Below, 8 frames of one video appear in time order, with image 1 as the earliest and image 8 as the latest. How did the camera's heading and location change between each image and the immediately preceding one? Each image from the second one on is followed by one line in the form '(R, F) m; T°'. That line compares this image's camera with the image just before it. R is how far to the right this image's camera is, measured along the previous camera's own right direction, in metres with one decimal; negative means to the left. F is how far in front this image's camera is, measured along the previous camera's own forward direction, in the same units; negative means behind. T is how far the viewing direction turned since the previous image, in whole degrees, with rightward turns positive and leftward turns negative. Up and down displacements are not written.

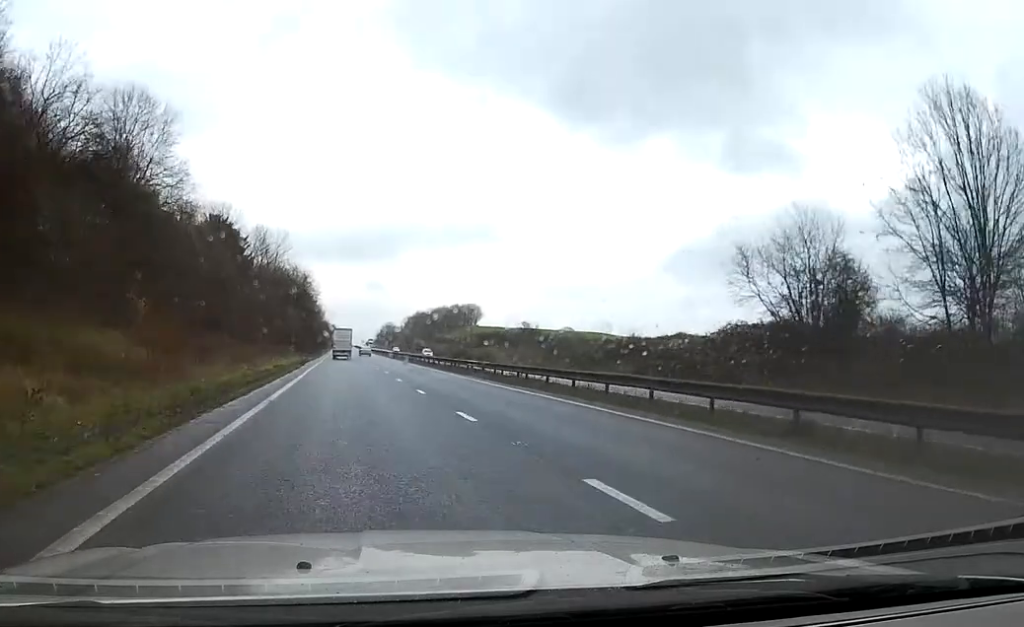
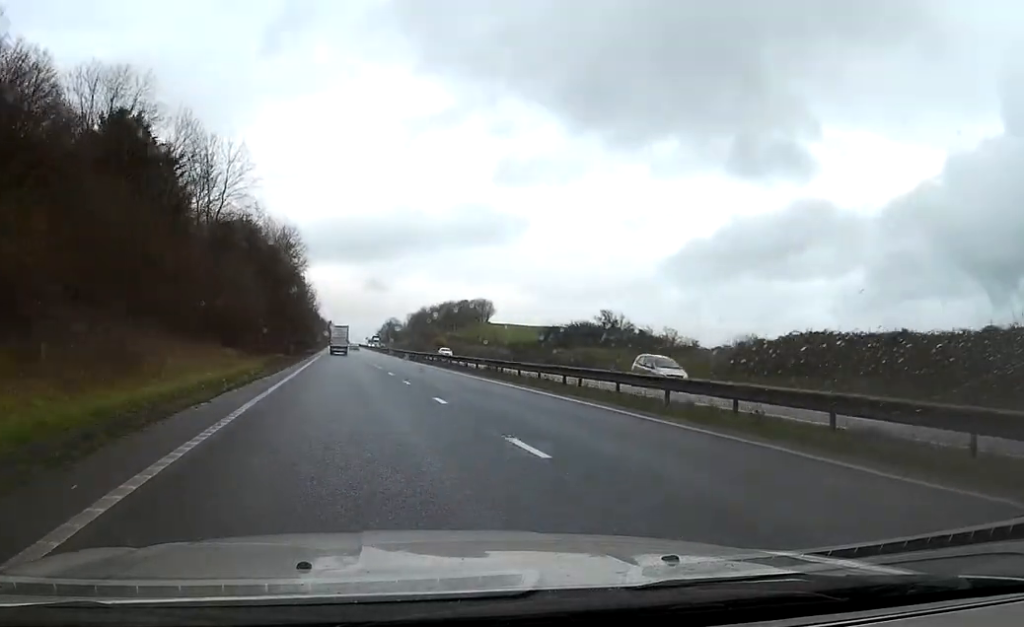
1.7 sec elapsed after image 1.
(+0.1, +47.4) m; 0°
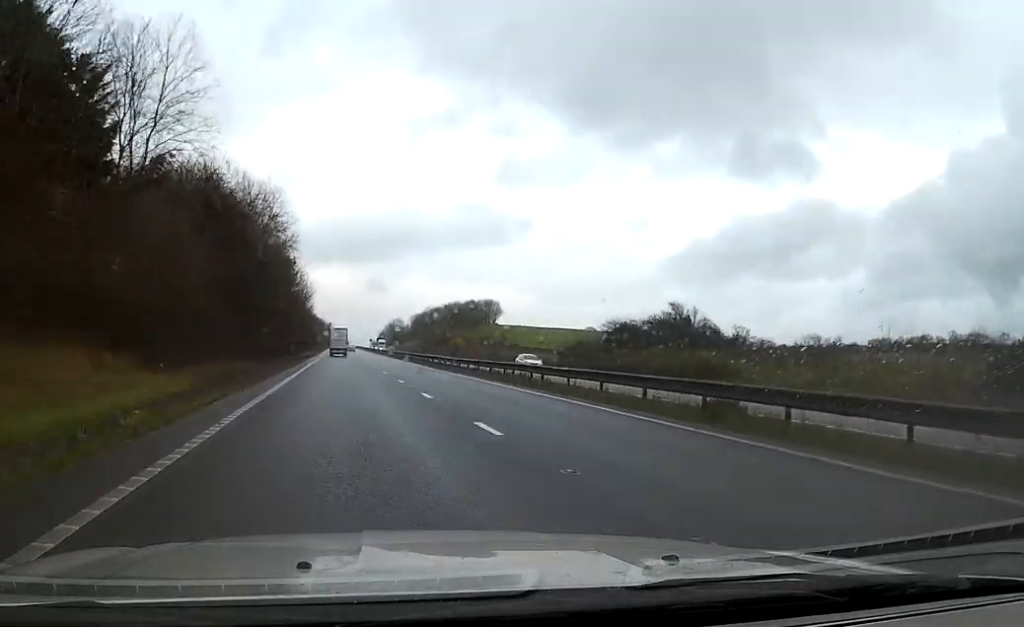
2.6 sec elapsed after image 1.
(0.0, +22.8) m; 0°
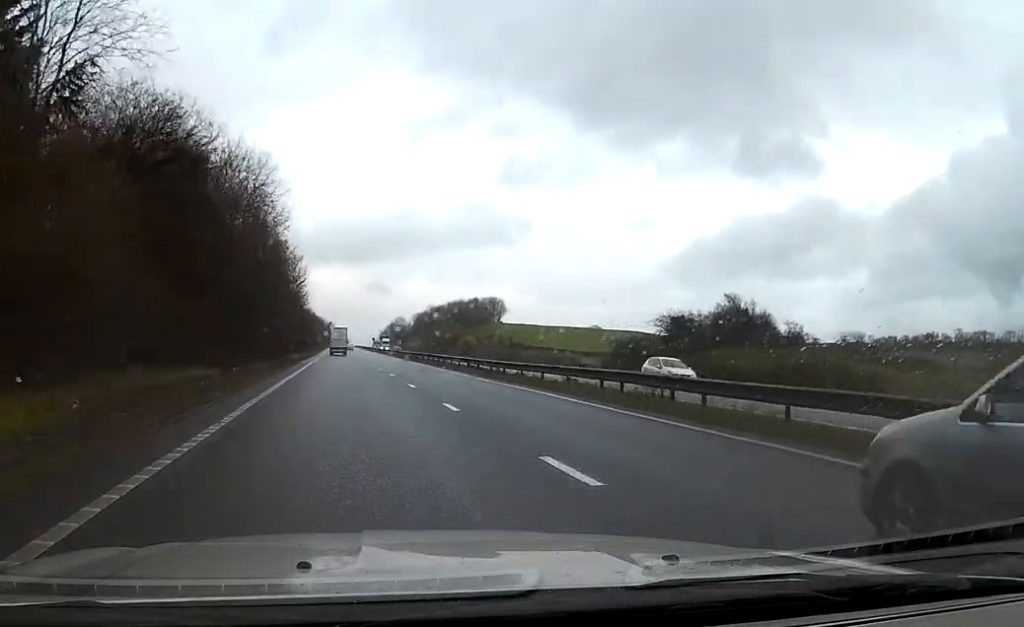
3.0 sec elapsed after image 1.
(0.0, +12.8) m; 0°
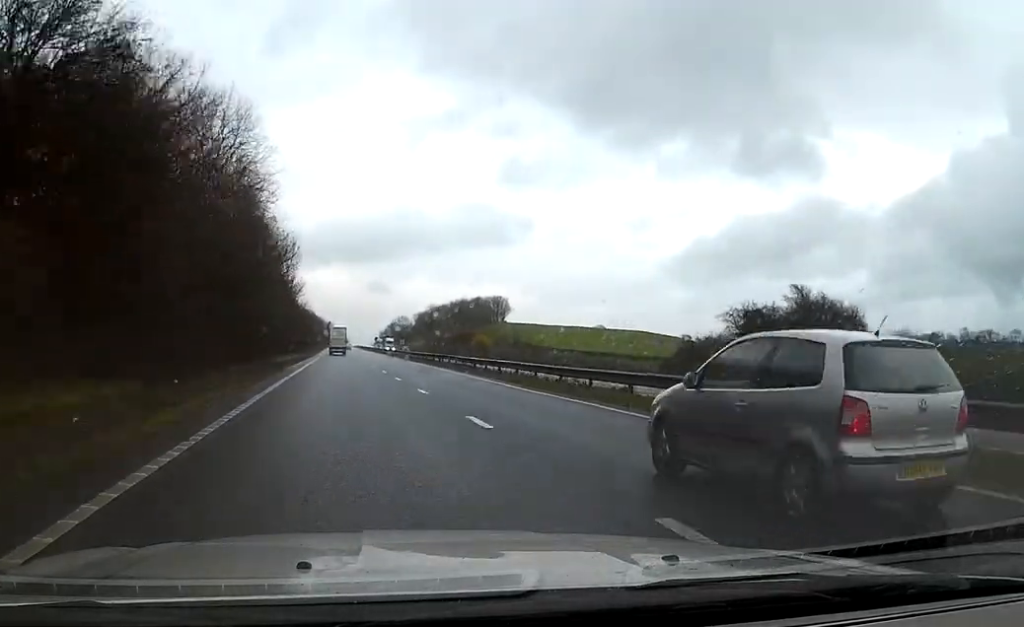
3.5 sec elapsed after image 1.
(0.0, +11.9) m; 0°
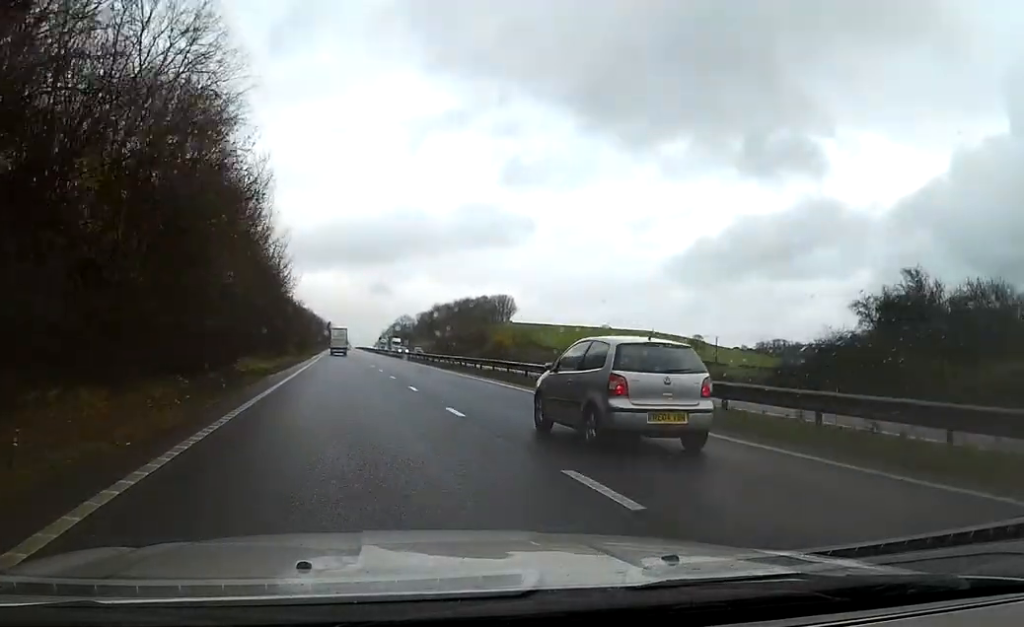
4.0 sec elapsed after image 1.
(-0.1, +14.6) m; 0°
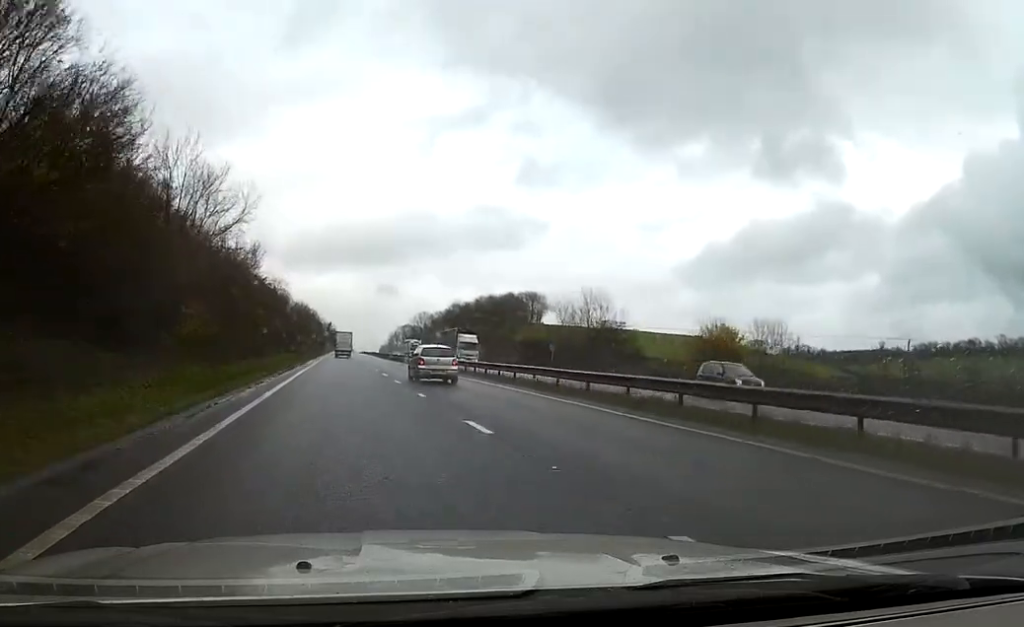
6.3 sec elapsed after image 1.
(-0.6, +62.0) m; -1°
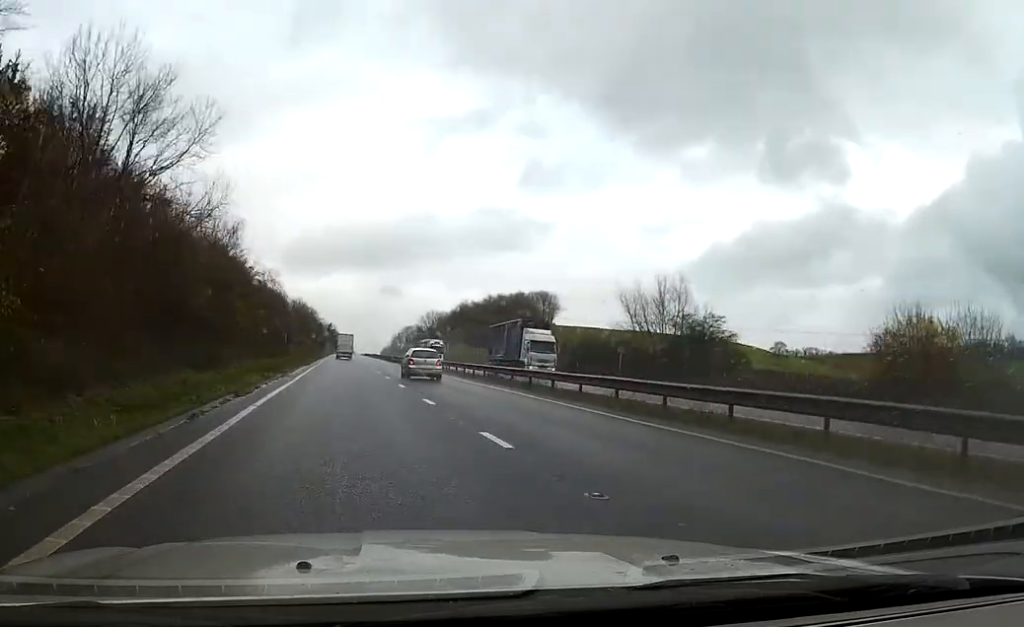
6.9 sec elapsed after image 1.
(0.0, +18.1) m; 0°
